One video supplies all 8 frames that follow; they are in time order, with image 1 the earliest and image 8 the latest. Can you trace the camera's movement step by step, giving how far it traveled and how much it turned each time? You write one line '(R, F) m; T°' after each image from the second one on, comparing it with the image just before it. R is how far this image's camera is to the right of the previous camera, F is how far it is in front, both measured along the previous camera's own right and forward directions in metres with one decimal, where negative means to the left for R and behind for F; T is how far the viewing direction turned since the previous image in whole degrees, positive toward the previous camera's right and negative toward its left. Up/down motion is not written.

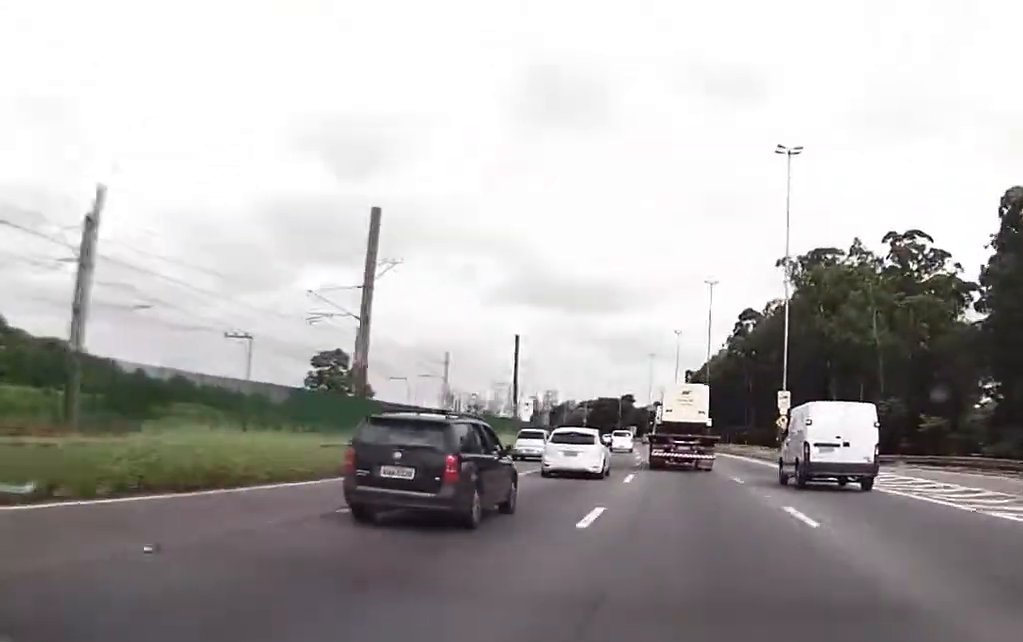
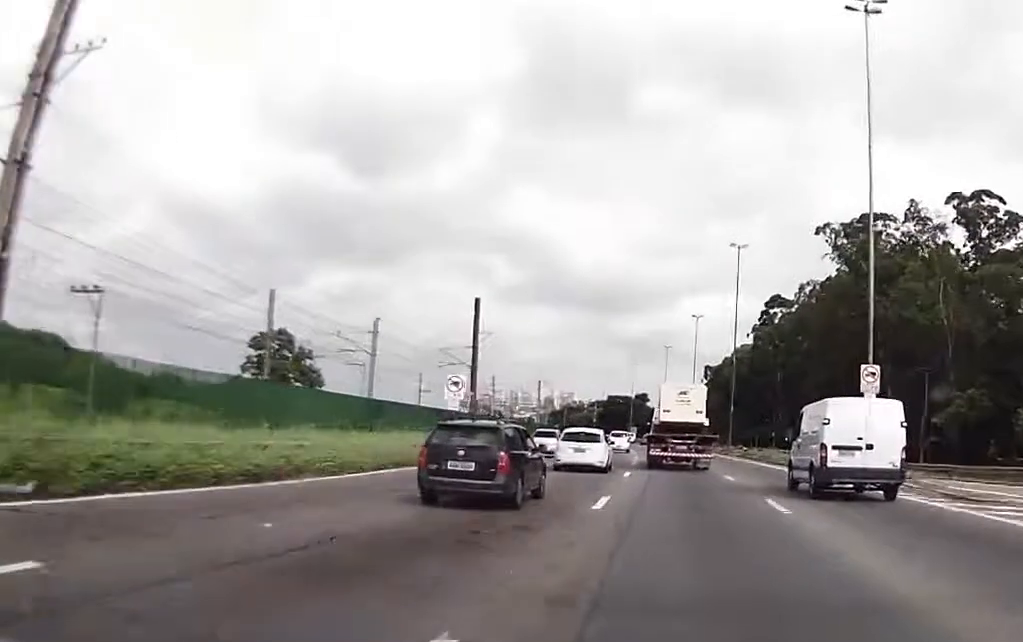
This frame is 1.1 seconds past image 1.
(-0.3, +22.4) m; -1°
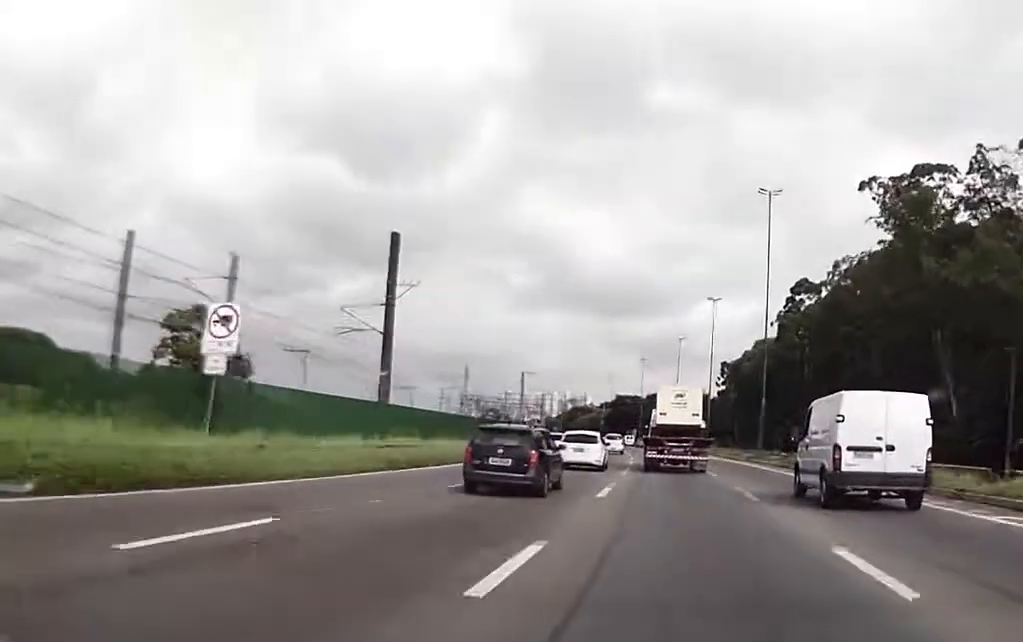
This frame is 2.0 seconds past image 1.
(-0.1, +20.3) m; -1°
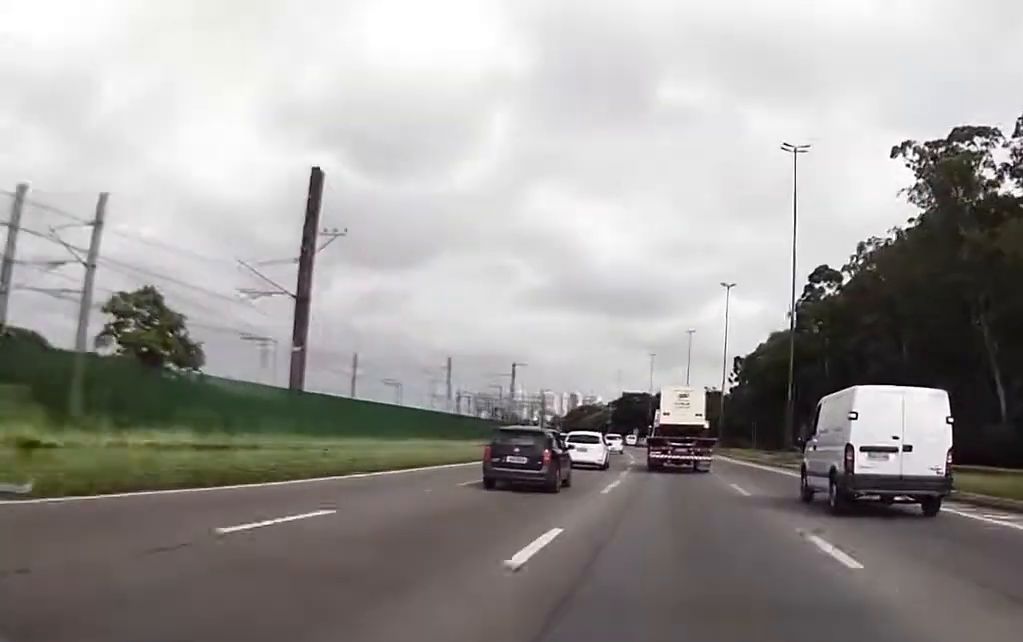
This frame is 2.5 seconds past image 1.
(+0.2, +10.5) m; -1°
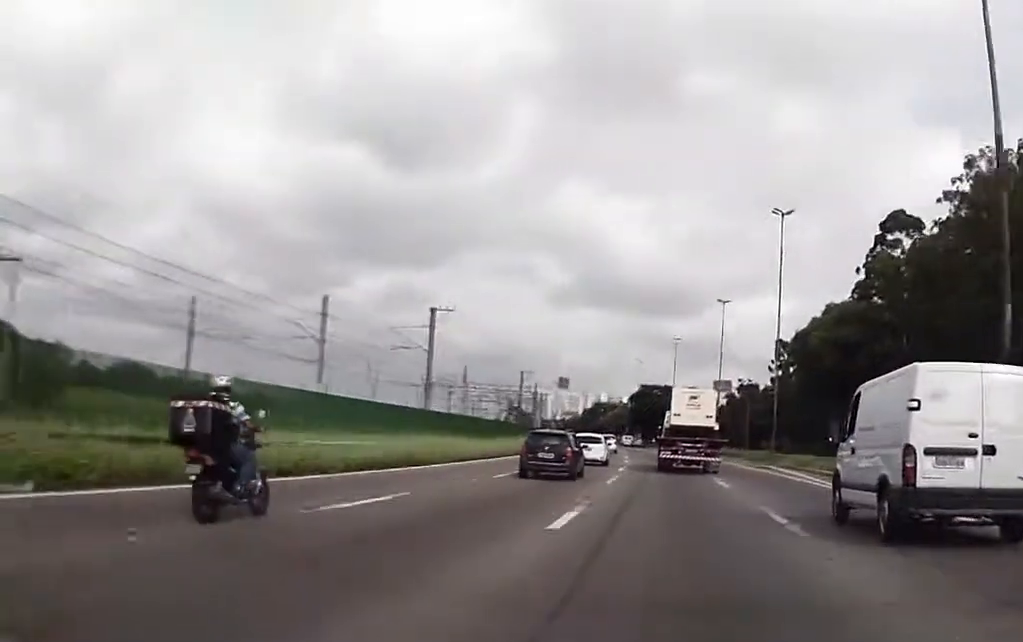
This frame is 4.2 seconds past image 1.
(-1.2, +34.0) m; -3°
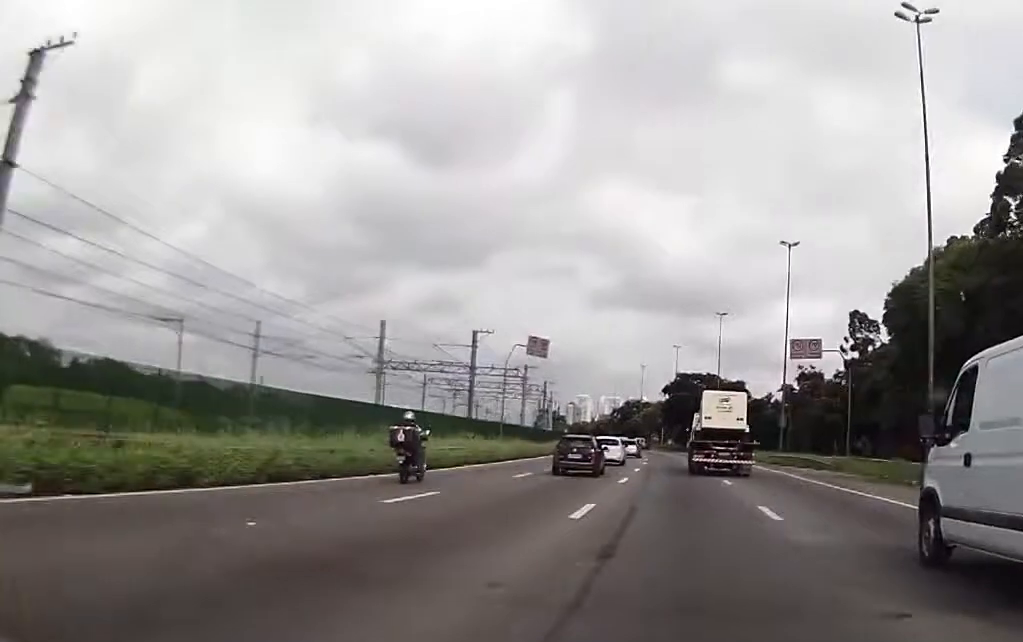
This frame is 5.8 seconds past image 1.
(-0.6, +34.8) m; -2°
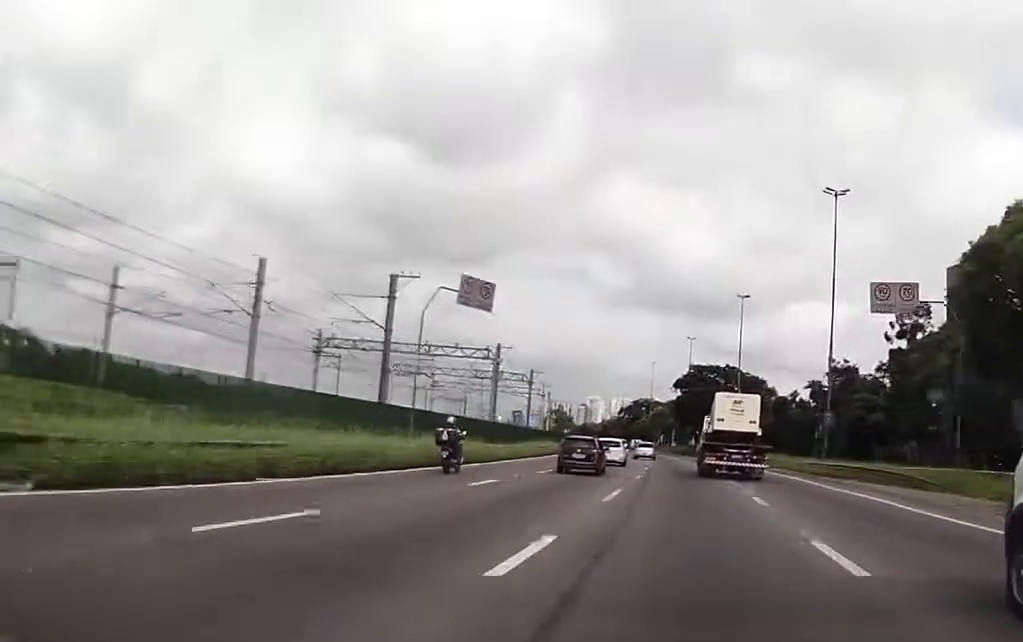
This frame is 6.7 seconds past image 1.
(0.0, +18.4) m; -1°
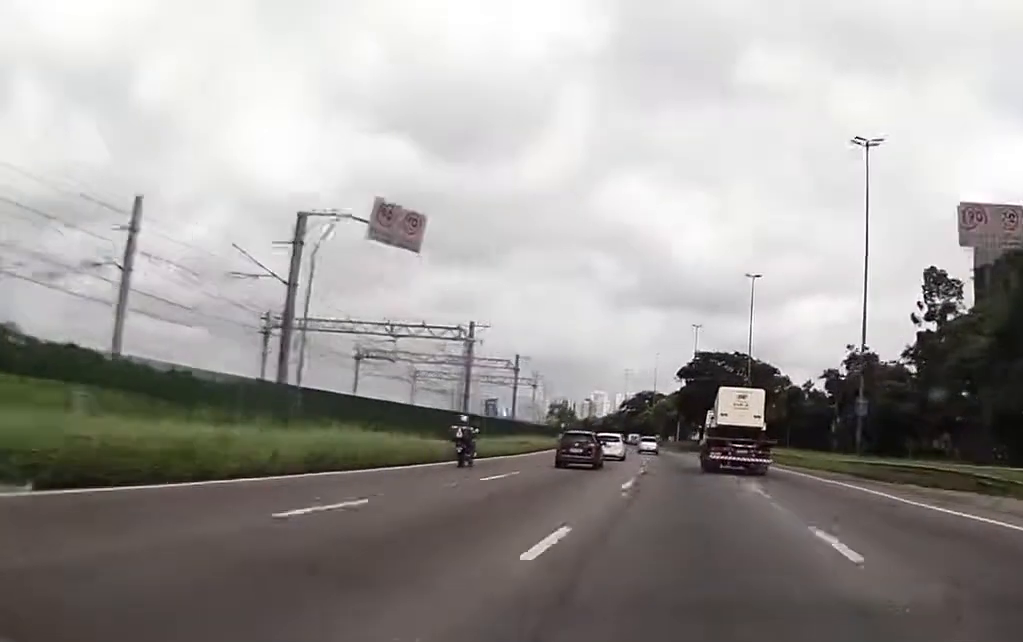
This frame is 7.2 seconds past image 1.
(-0.2, +10.0) m; 0°
